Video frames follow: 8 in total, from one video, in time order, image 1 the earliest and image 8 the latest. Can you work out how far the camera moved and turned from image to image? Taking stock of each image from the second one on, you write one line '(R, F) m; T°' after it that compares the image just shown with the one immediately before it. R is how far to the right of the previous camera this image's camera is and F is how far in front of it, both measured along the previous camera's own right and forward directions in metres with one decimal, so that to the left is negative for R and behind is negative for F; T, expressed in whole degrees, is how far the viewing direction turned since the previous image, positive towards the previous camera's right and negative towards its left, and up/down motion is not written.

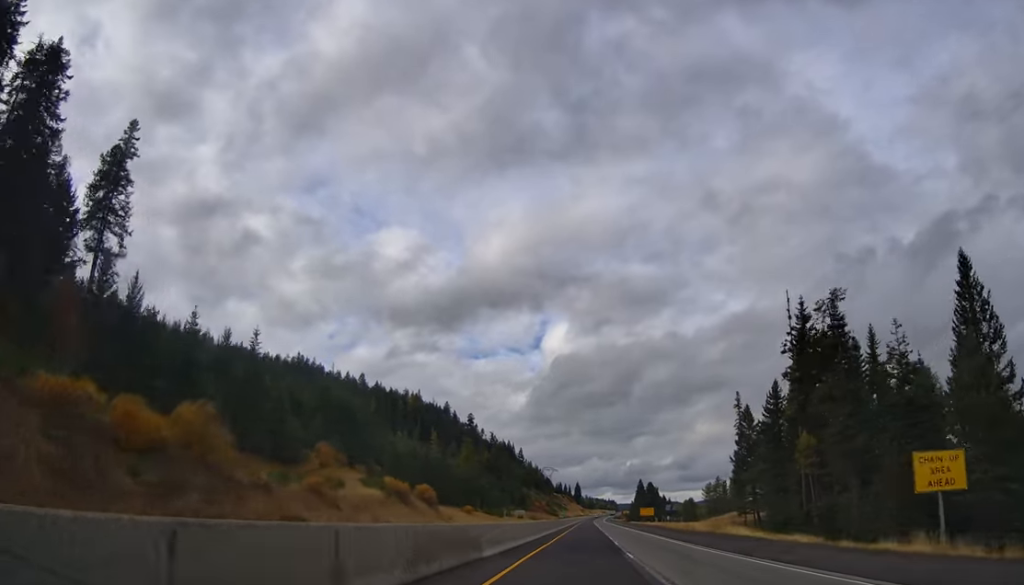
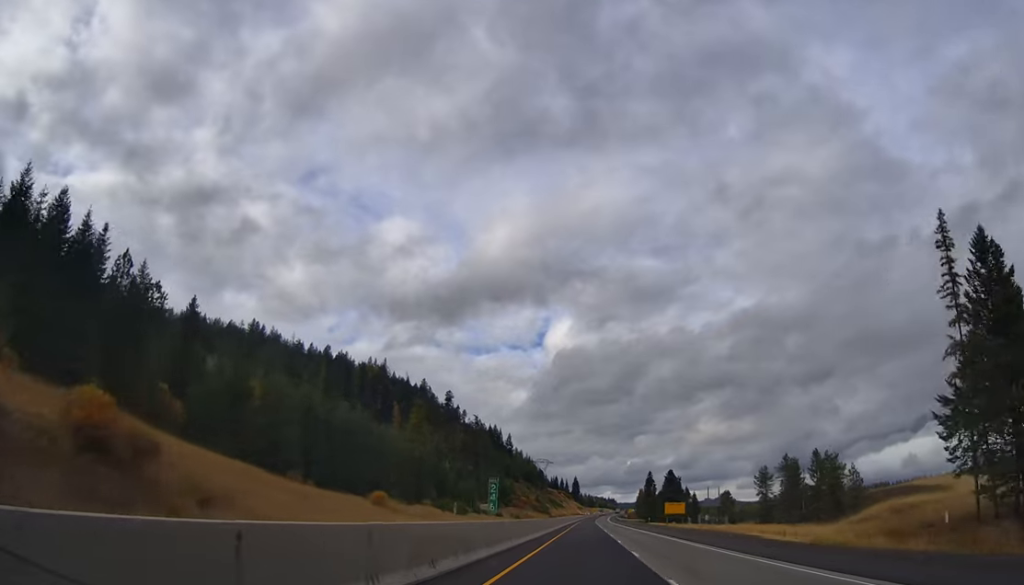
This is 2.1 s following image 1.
(-0.9, +72.0) m; 0°
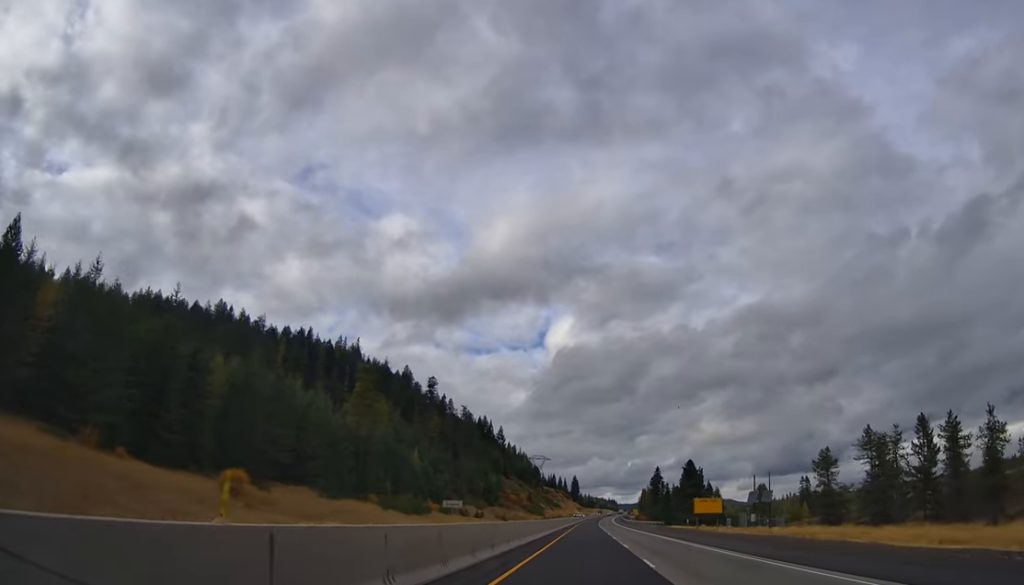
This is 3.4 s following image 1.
(+1.2, +41.8) m; 0°
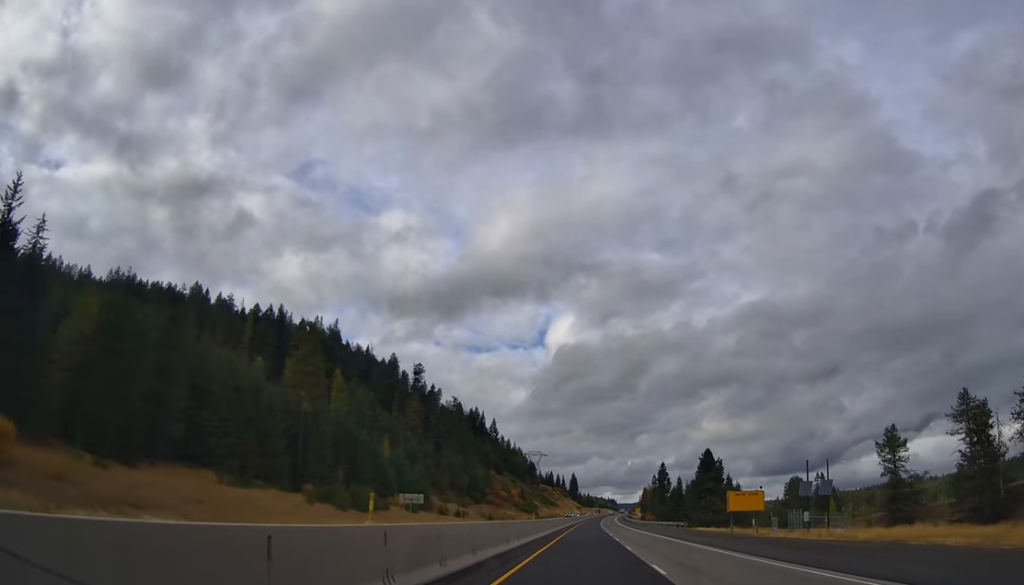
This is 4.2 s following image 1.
(-0.4, +27.0) m; -1°
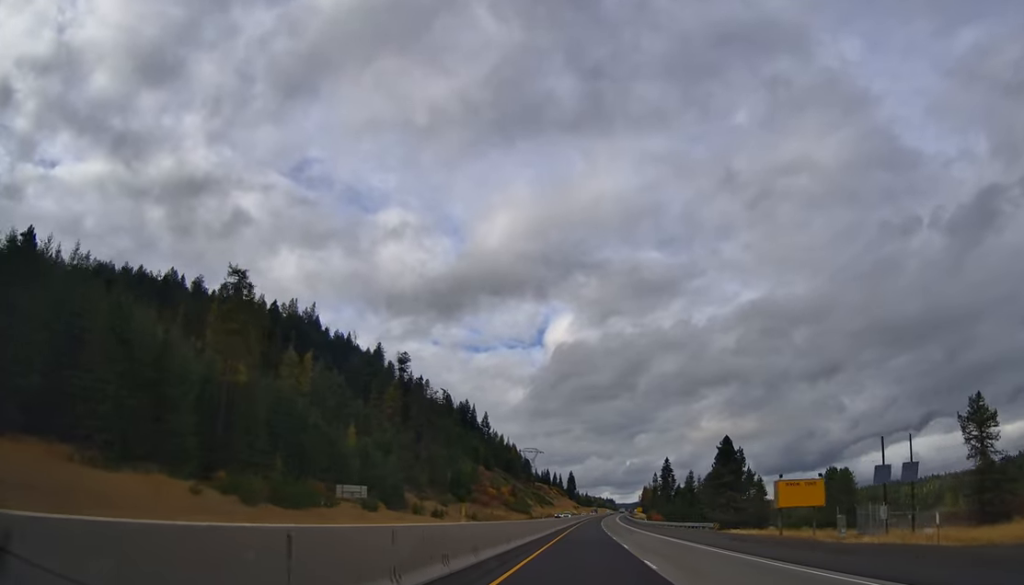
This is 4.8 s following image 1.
(-0.3, +22.5) m; +1°
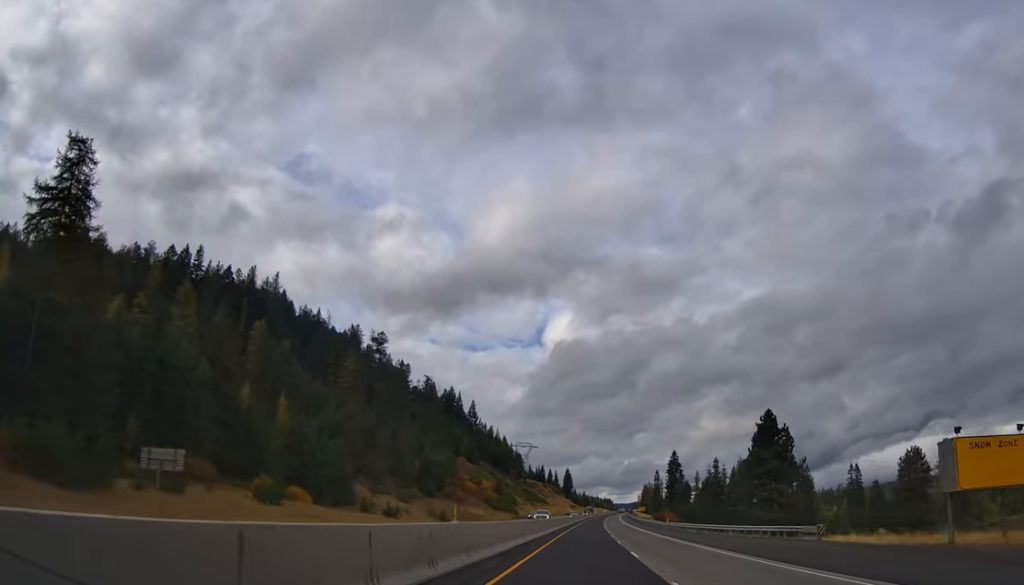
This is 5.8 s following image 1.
(+0.8, +31.6) m; 0°
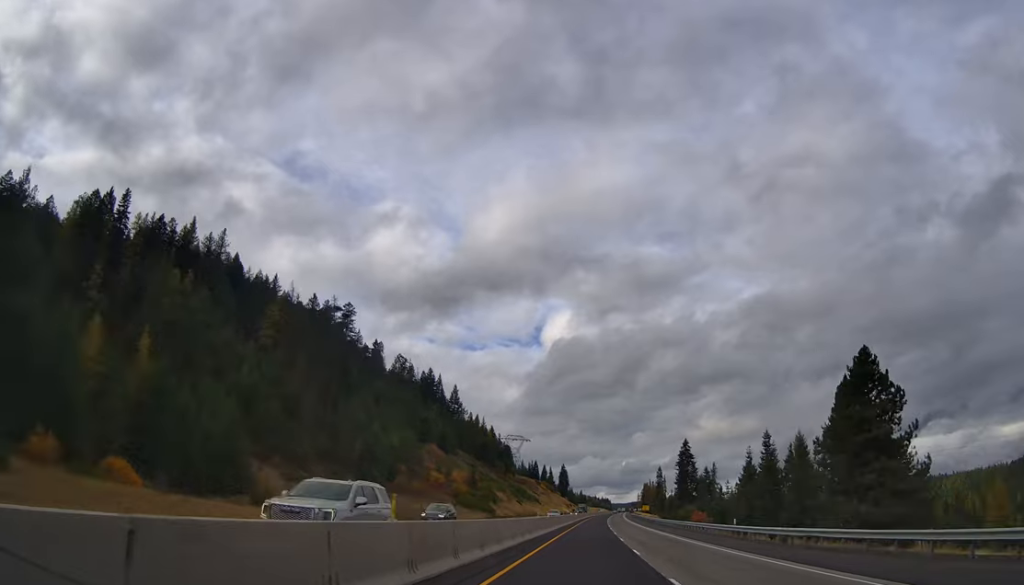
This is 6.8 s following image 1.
(-0.9, +36.0) m; 0°
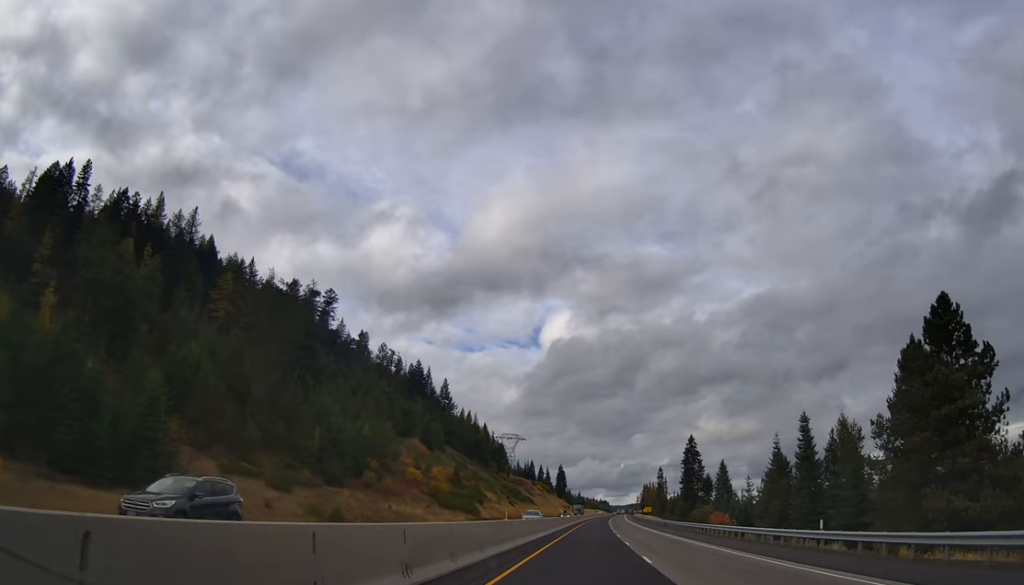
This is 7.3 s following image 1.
(0.0, +15.7) m; 0°
